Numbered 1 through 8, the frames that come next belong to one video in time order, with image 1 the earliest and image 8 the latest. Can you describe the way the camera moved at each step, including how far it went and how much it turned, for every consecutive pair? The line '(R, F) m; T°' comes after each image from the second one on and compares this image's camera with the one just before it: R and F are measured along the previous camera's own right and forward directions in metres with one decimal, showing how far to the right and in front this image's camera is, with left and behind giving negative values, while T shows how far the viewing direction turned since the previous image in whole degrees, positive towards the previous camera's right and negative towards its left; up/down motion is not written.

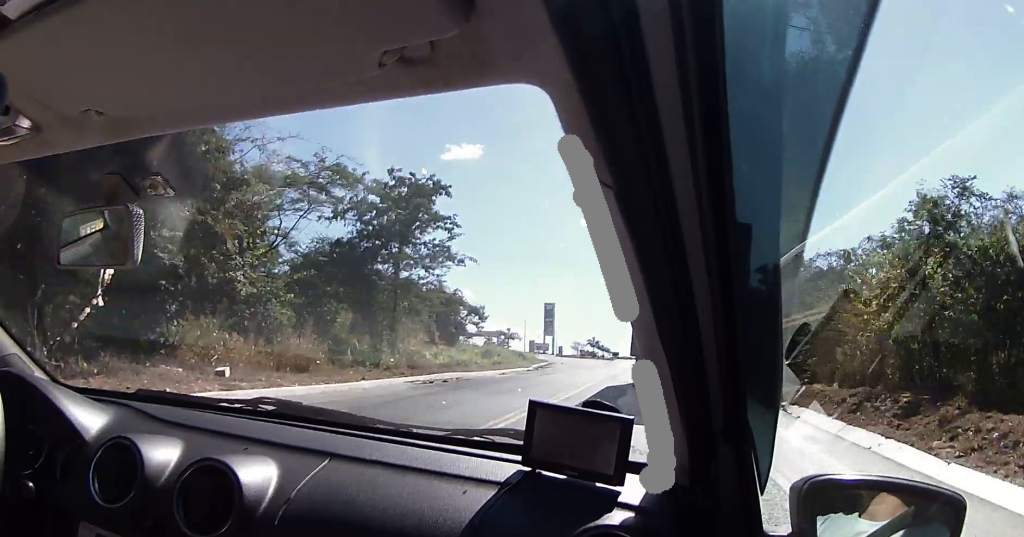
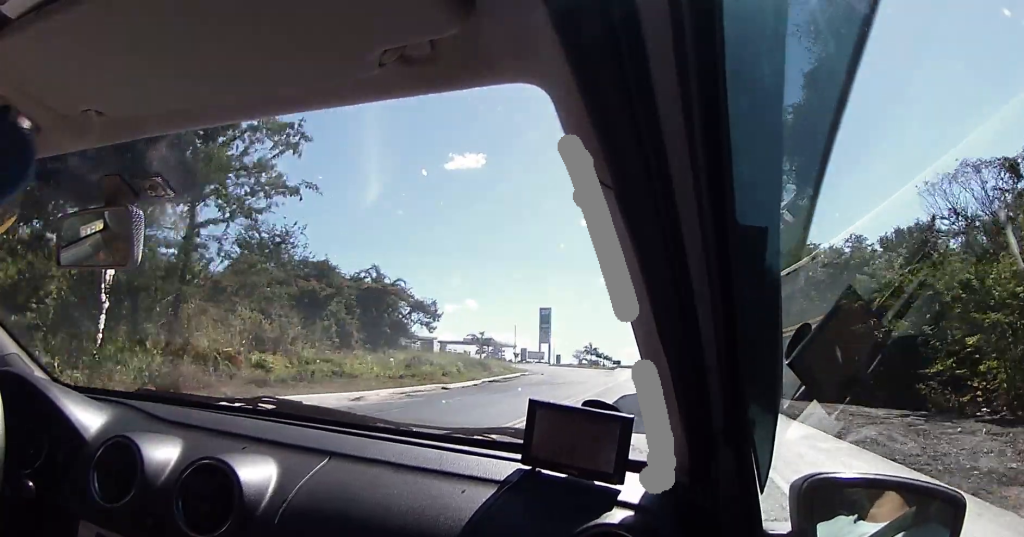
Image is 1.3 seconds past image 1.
(+0.2, +21.5) m; 0°
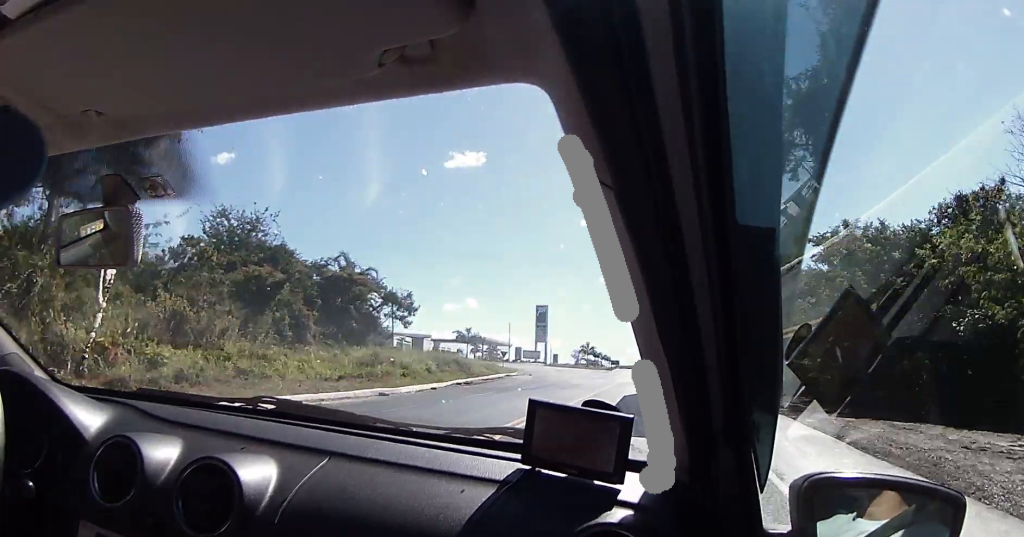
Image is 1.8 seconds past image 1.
(-0.1, +7.0) m; 0°
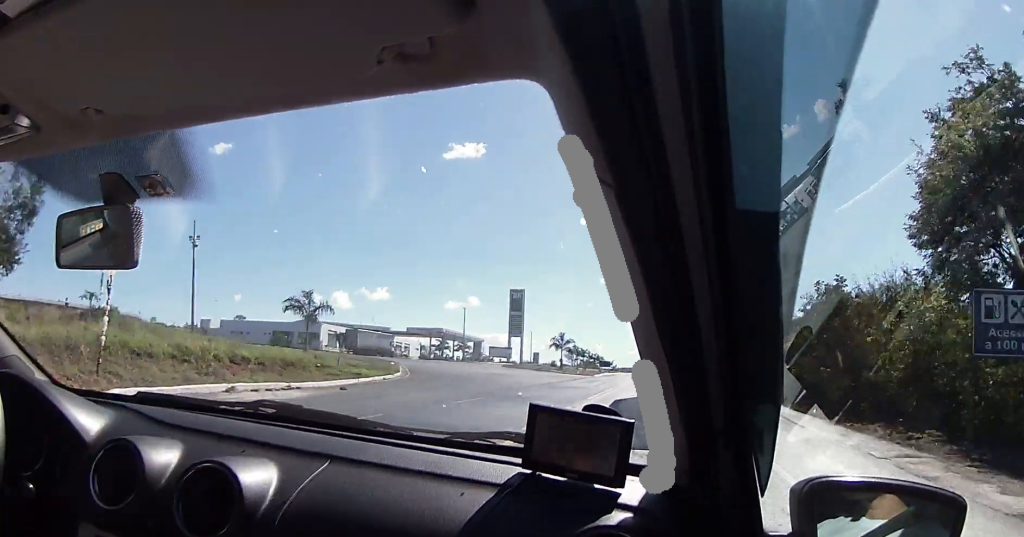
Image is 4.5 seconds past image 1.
(-0.8, +42.7) m; -3°
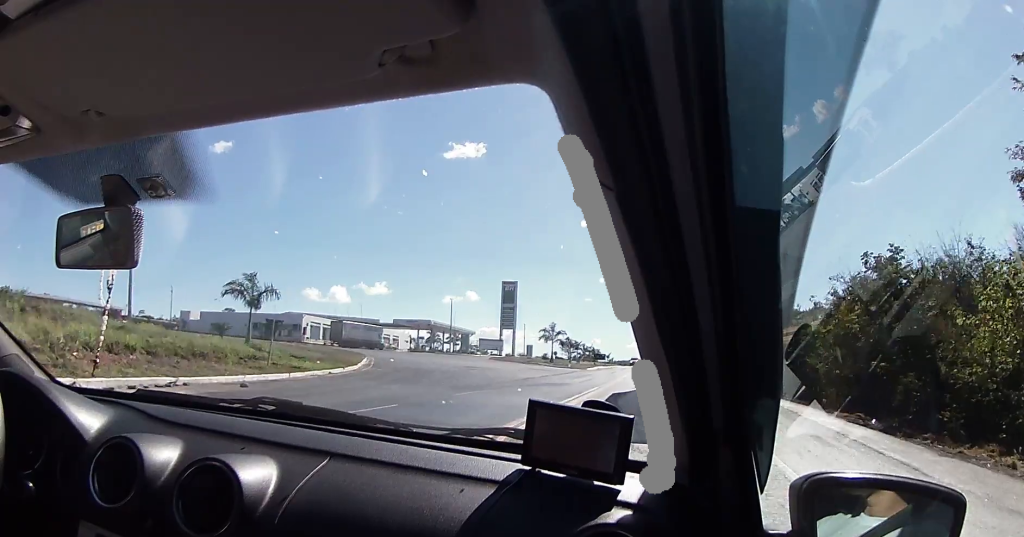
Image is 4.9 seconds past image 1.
(0.0, +7.1) m; 0°
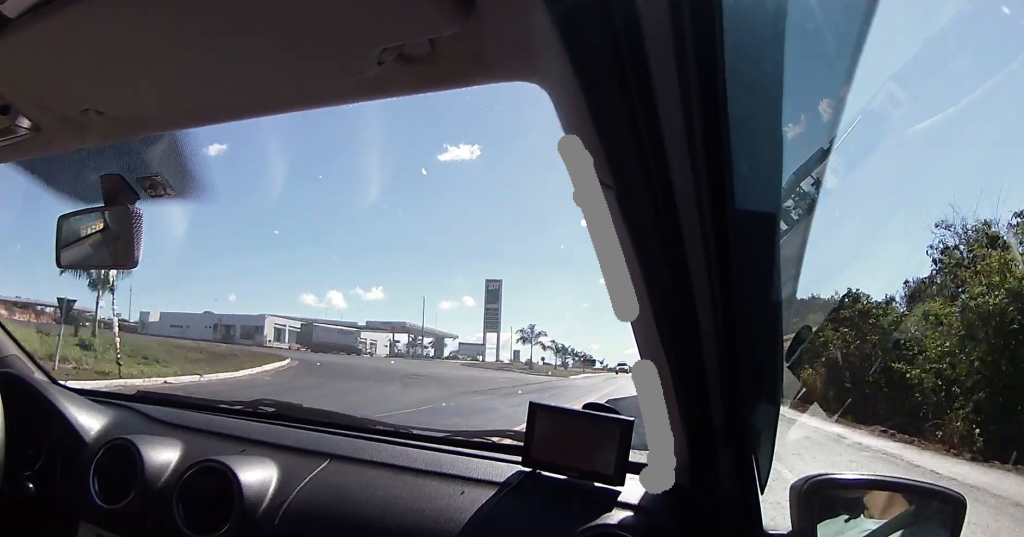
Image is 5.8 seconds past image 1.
(0.0, +13.1) m; 0°
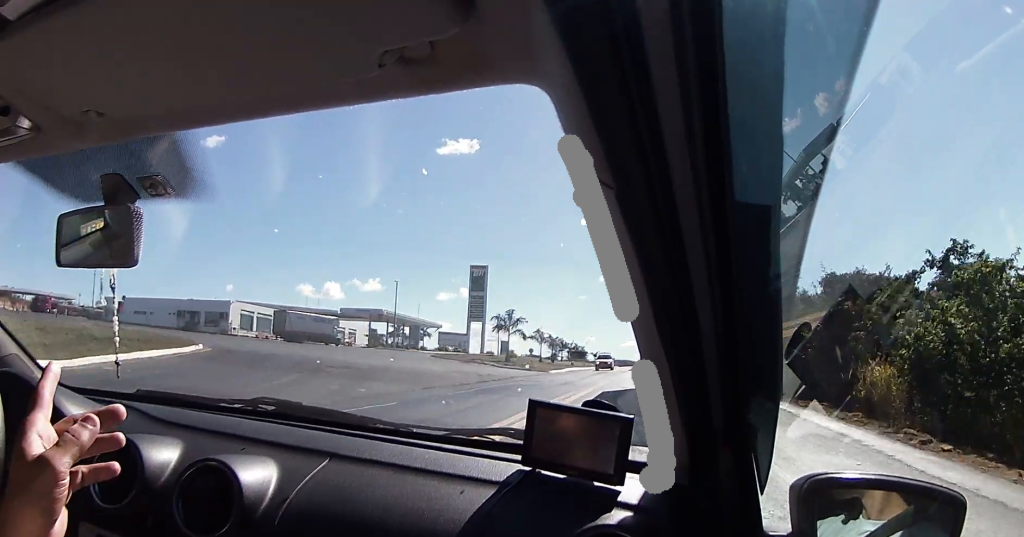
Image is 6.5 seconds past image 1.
(0.0, +10.4) m; +1°
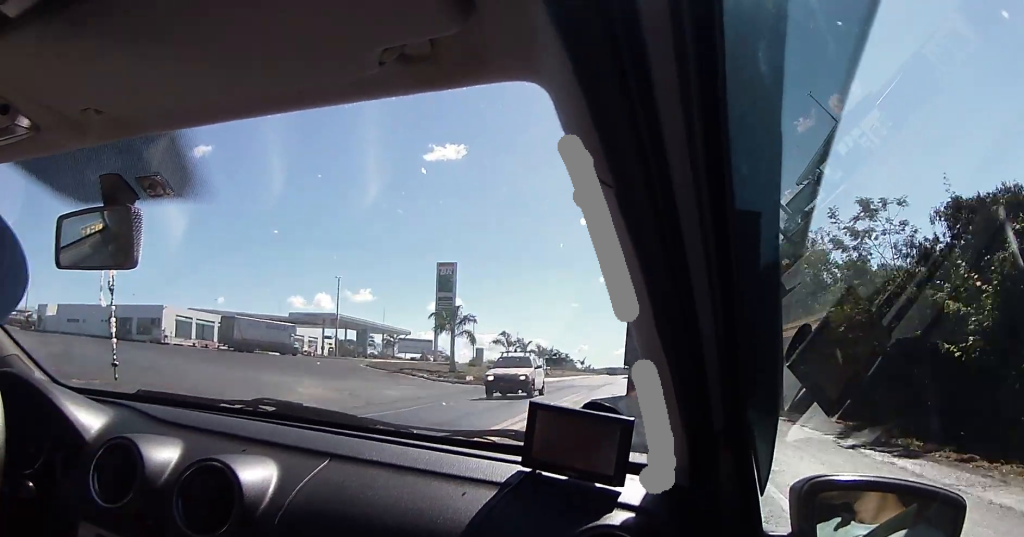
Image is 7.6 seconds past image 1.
(+0.4, +16.2) m; +1°
